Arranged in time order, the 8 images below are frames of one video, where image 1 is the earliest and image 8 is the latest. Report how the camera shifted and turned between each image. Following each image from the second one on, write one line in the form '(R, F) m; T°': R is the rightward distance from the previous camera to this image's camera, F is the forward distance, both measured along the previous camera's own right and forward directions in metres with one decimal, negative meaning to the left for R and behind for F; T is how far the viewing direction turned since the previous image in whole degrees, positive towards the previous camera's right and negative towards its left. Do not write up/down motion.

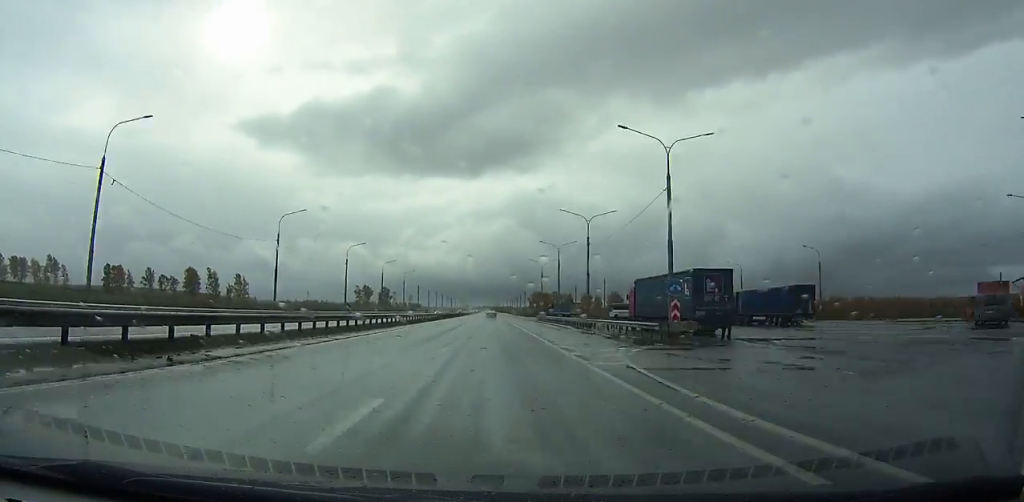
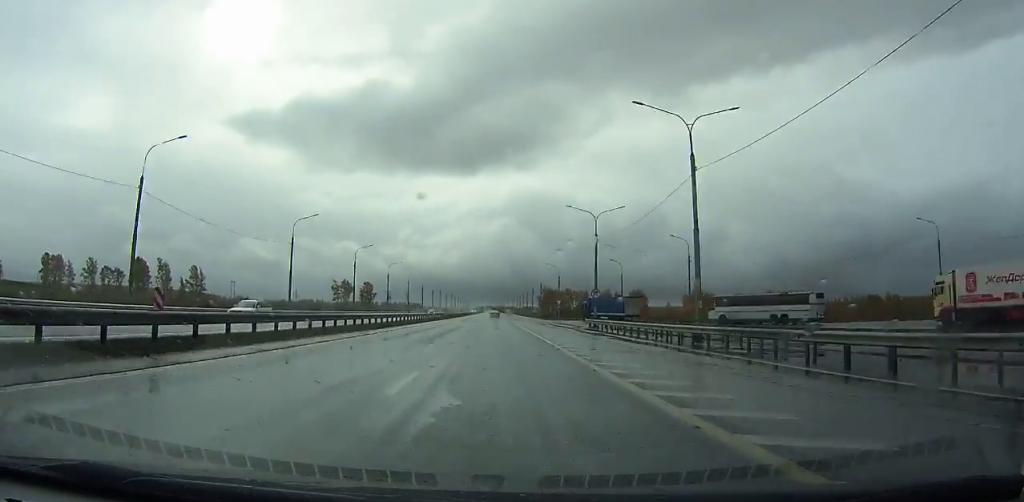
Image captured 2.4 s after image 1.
(-0.2, +57.4) m; 0°
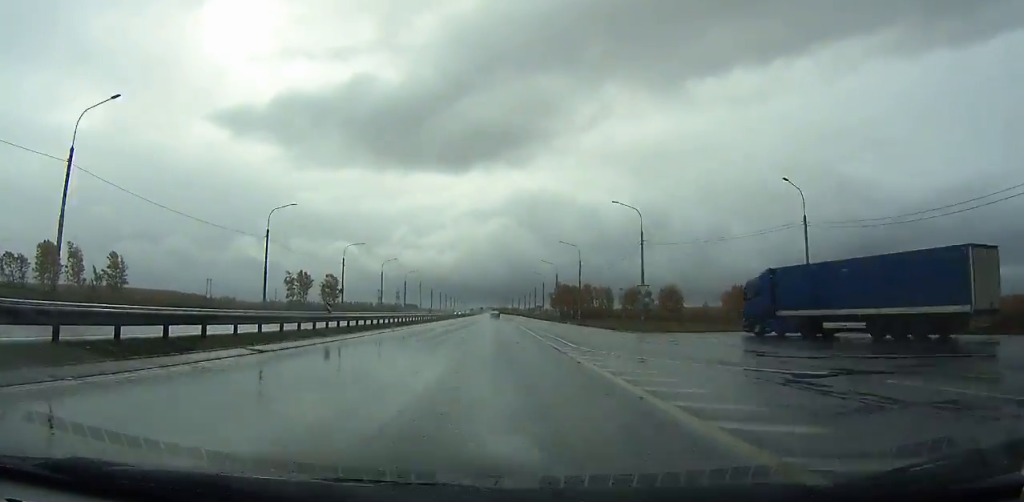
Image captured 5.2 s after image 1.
(-0.1, +68.5) m; 0°
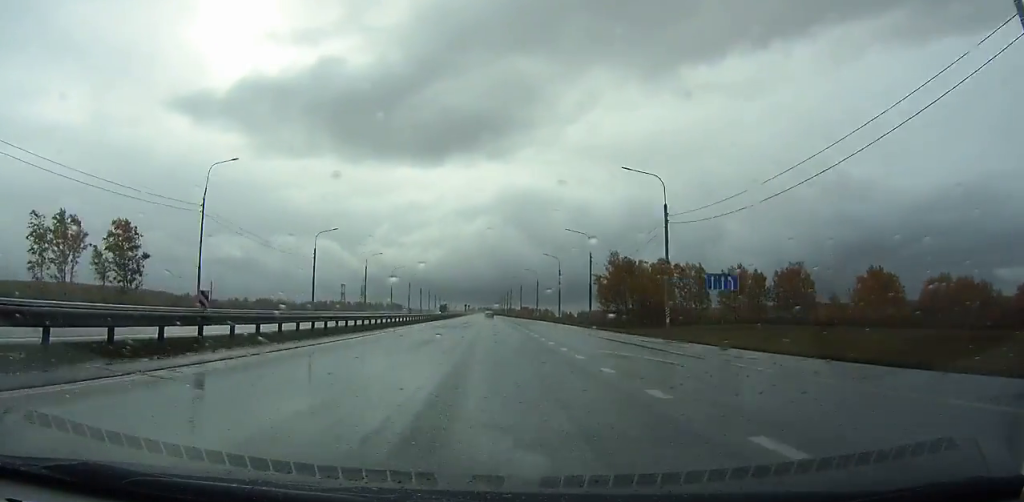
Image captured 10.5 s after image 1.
(+0.5, +133.0) m; 0°
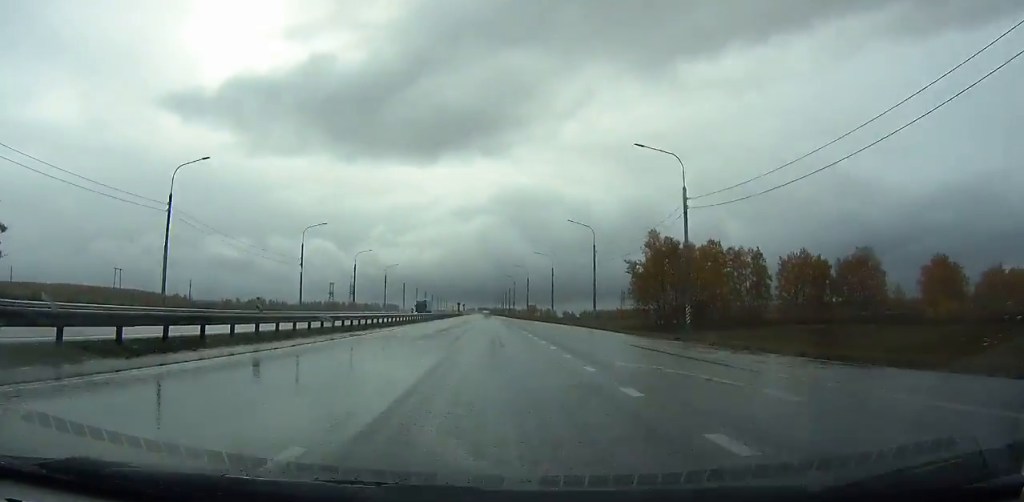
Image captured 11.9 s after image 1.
(+0.2, +35.5) m; 0°
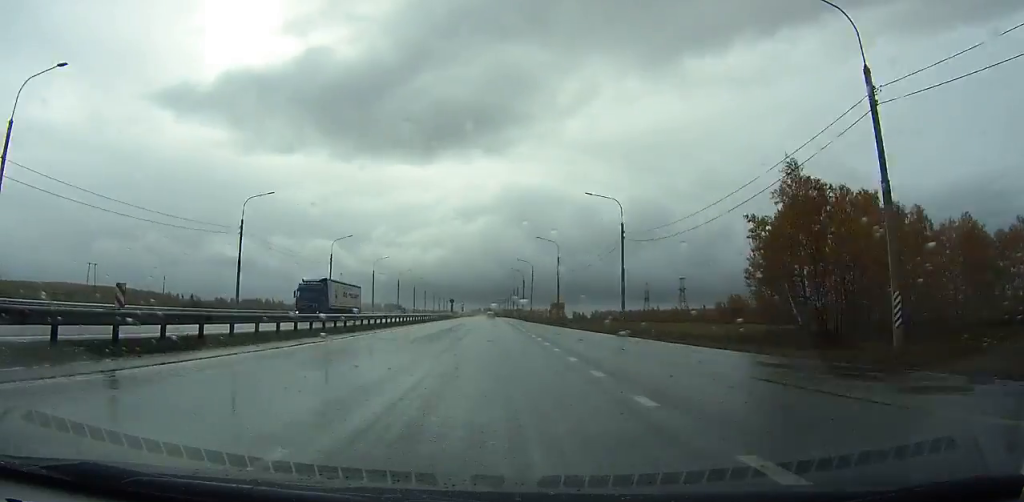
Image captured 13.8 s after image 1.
(-0.2, +48.5) m; 0°
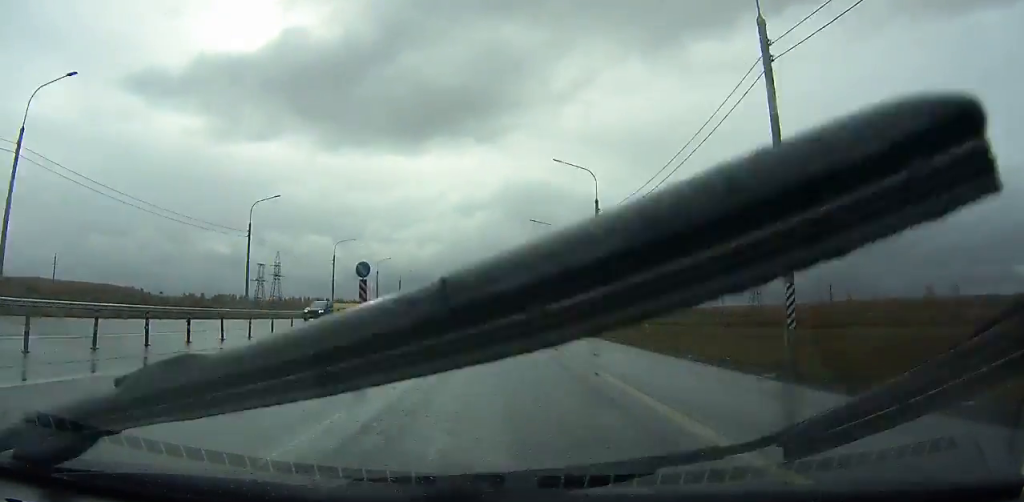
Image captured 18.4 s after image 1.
(-0.6, +117.6) m; -1°
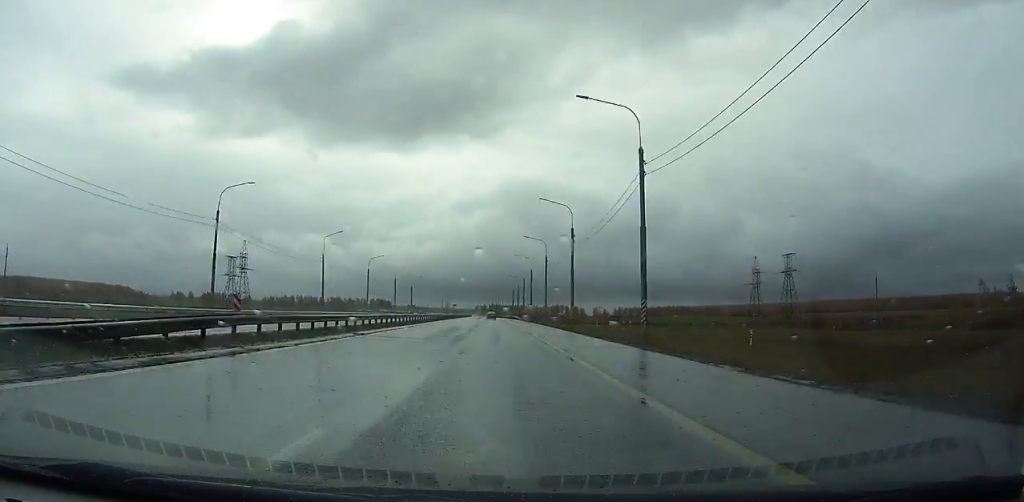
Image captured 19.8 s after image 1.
(-0.2, +35.7) m; 0°
